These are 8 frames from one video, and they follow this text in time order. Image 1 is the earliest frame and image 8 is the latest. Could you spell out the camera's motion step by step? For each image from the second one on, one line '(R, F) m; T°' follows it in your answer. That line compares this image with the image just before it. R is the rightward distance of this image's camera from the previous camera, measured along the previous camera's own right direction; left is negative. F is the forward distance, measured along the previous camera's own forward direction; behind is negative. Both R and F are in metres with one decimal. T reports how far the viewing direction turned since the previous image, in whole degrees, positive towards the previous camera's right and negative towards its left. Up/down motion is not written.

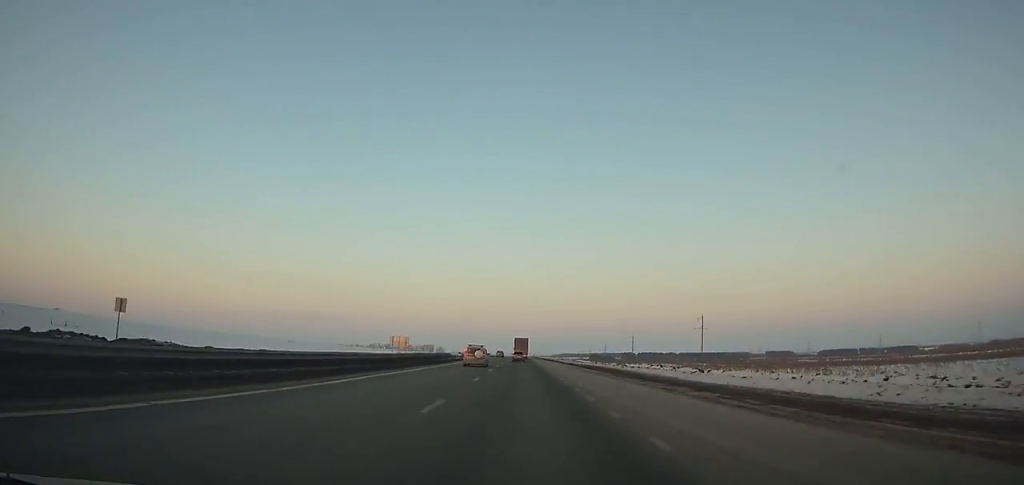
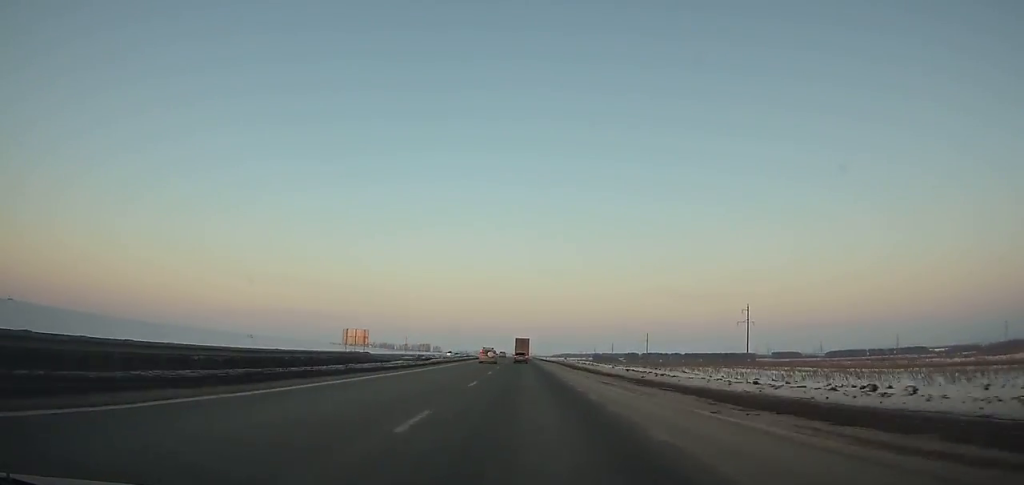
(0.0, +51.3) m; 0°
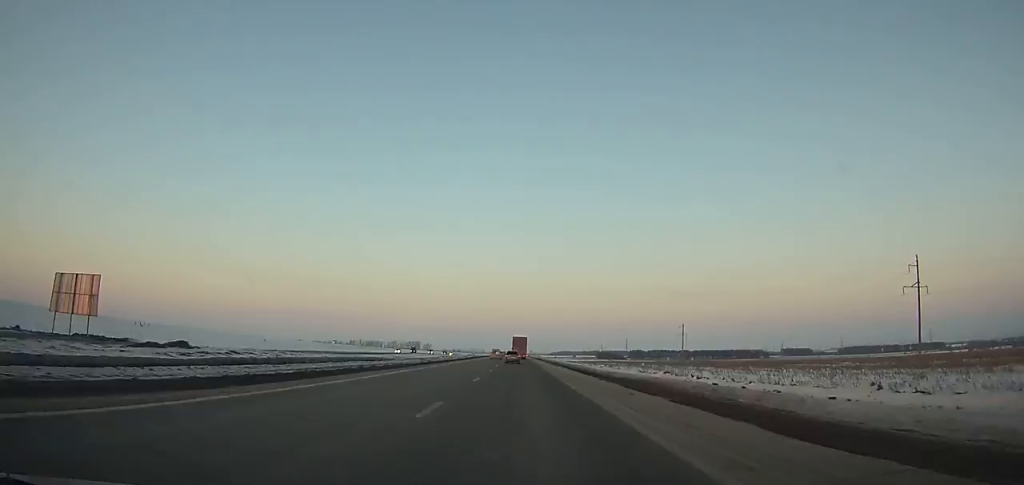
(+0.3, +93.8) m; 0°
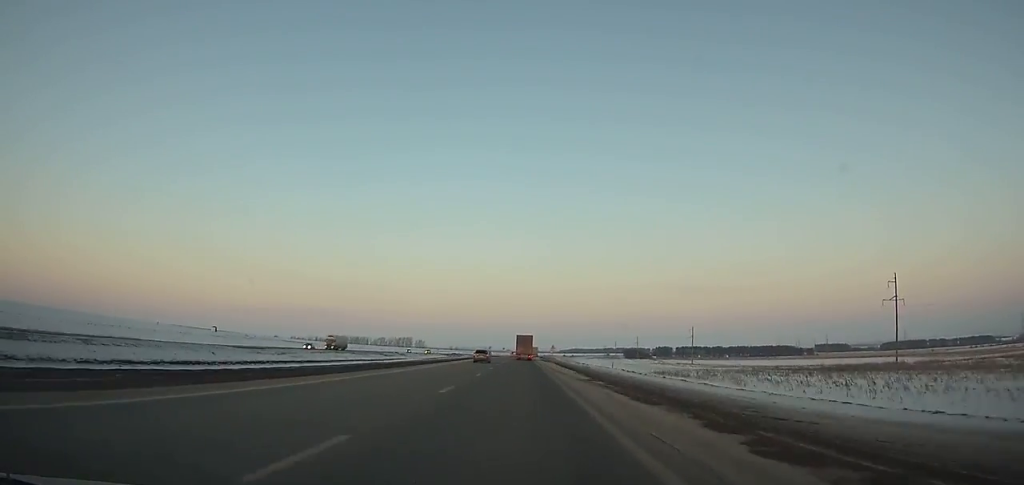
(-0.6, +176.0) m; 0°
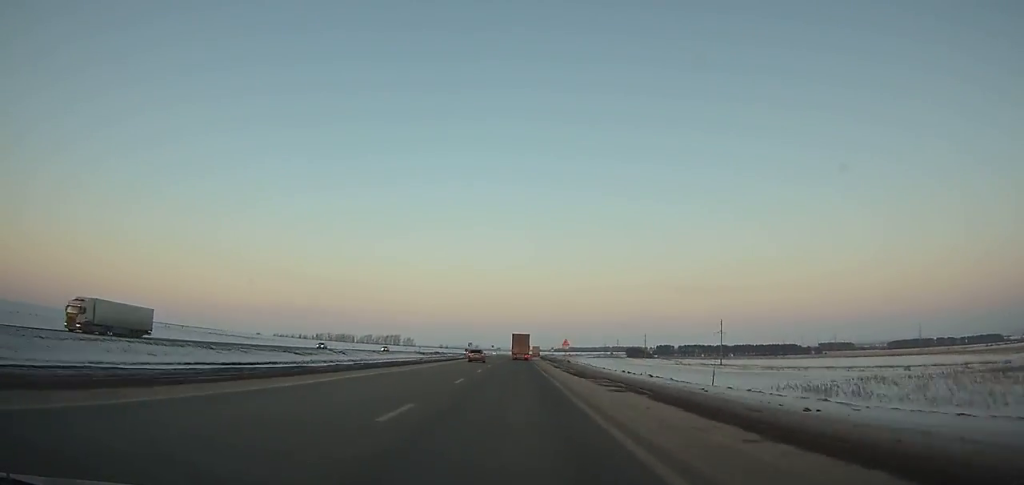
(0.0, +53.9) m; 0°
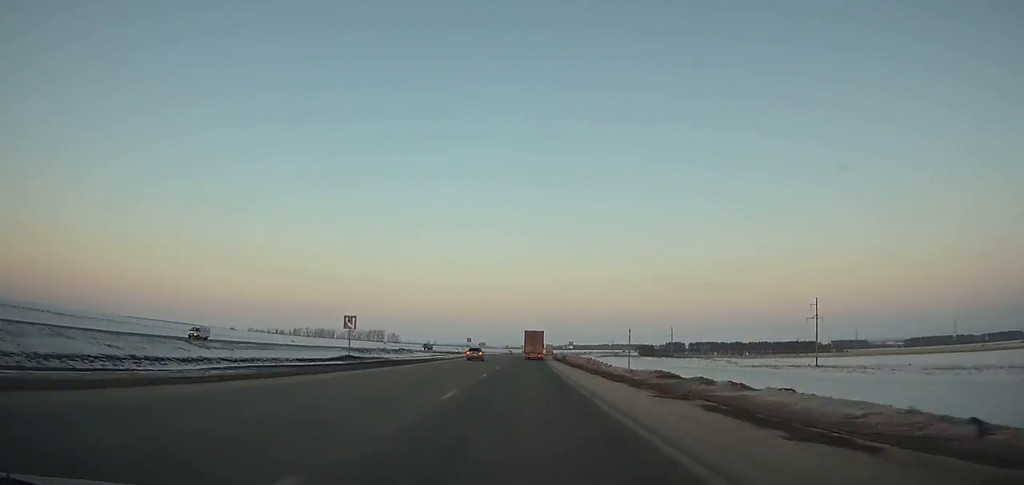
(+0.7, +91.3) m; +1°
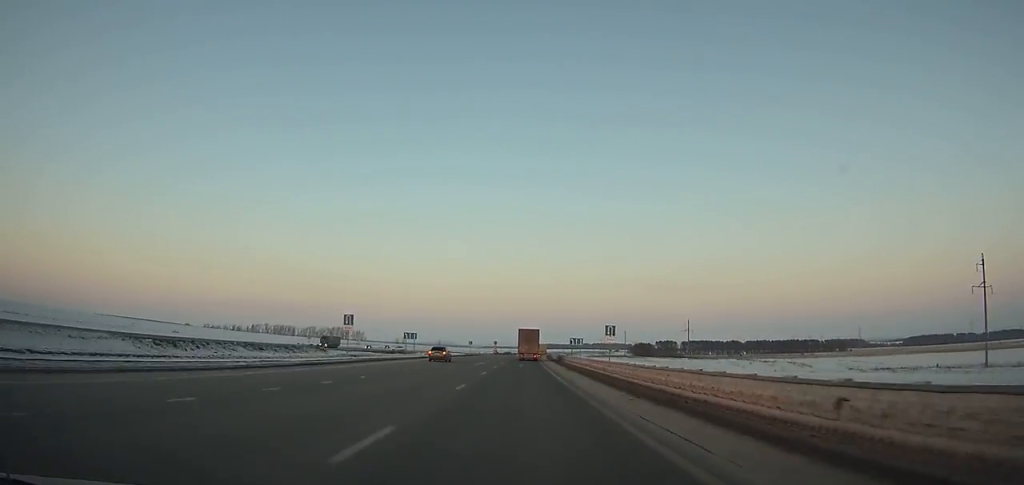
(+1.0, +79.5) m; +2°
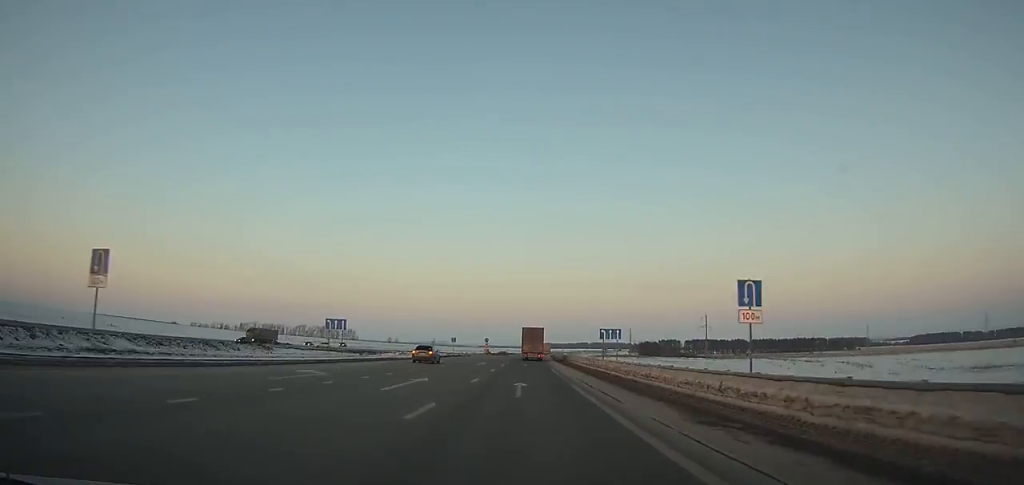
(-0.1, +31.5) m; +1°
